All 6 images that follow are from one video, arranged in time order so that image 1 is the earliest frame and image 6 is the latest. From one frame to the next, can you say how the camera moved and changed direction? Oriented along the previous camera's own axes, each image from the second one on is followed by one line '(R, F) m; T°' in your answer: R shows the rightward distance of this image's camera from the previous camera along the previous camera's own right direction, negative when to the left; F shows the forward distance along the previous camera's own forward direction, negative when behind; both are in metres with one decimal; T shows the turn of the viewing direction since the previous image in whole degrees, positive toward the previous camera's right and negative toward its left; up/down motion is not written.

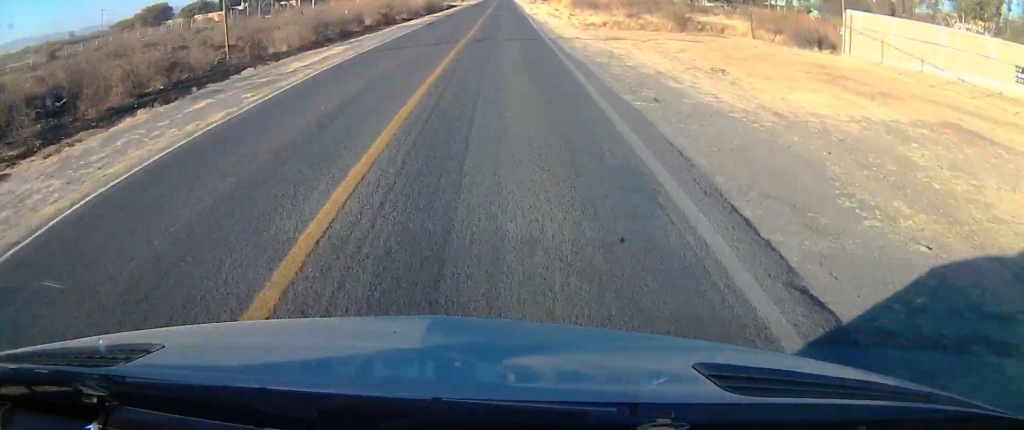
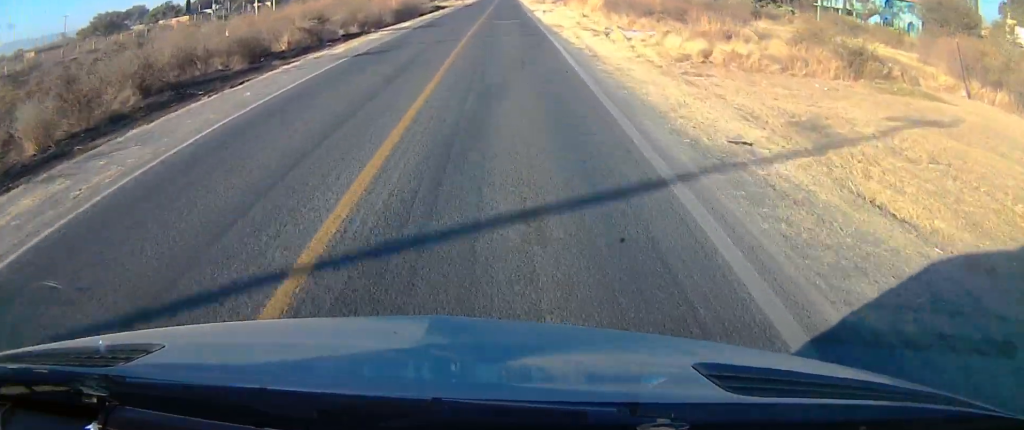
(0.0, +19.7) m; 0°
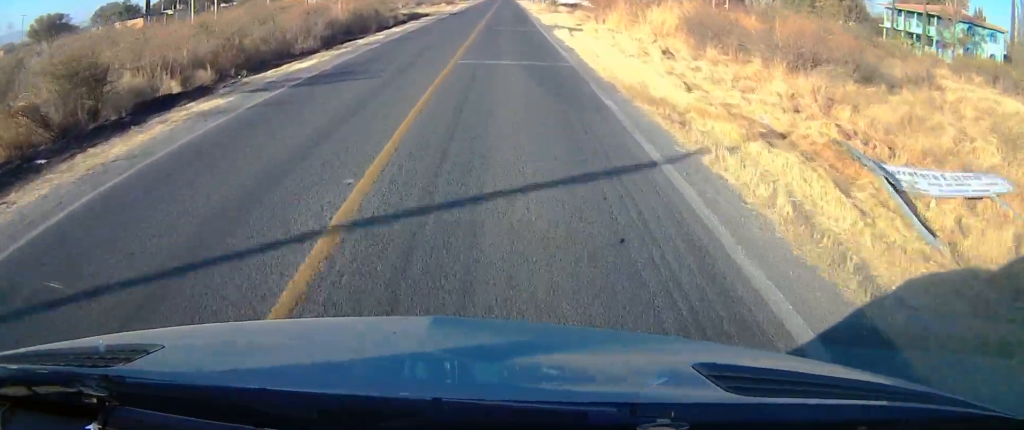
(0.0, +20.0) m; +1°
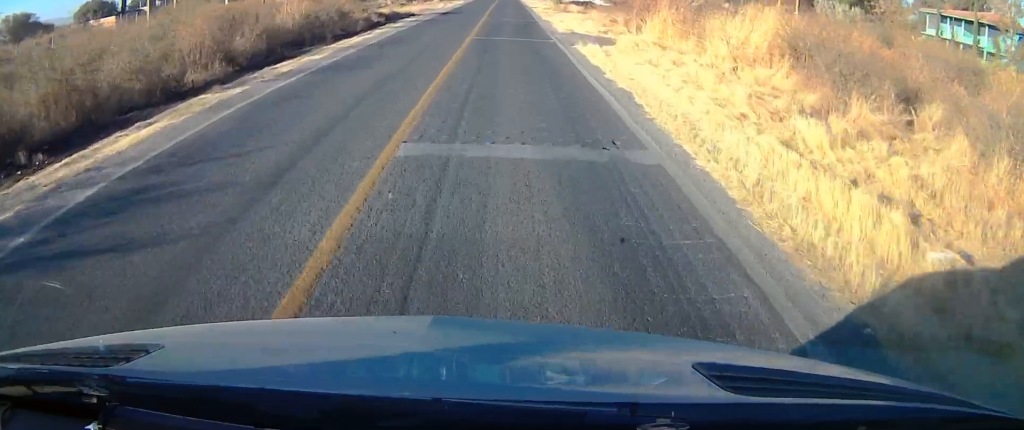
(+0.1, +10.1) m; +1°
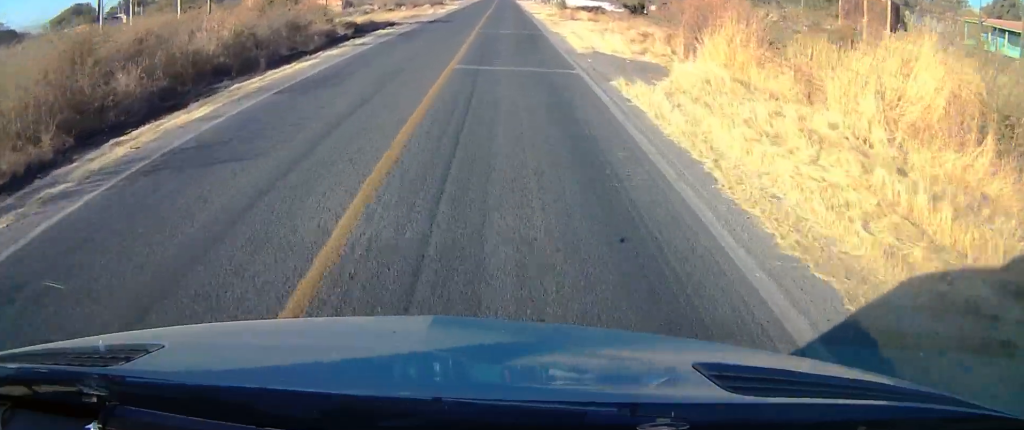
(+0.1, +8.3) m; +1°
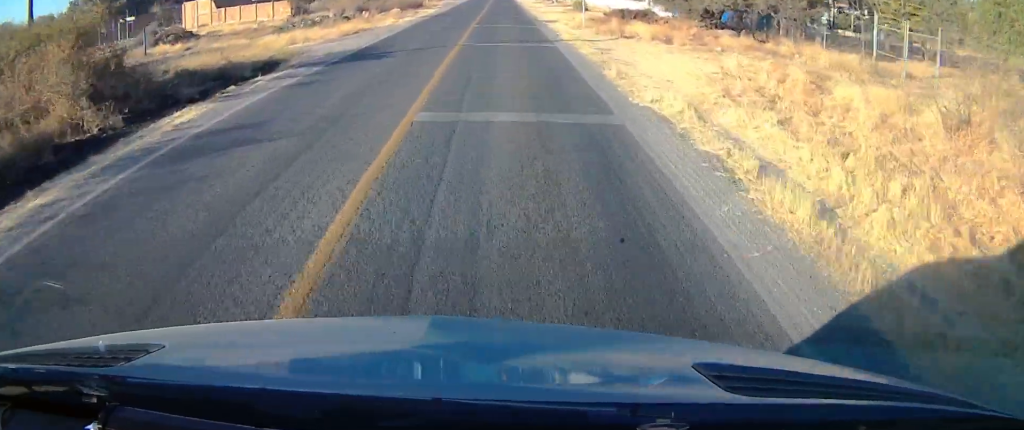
(0.0, +21.1) m; -1°
